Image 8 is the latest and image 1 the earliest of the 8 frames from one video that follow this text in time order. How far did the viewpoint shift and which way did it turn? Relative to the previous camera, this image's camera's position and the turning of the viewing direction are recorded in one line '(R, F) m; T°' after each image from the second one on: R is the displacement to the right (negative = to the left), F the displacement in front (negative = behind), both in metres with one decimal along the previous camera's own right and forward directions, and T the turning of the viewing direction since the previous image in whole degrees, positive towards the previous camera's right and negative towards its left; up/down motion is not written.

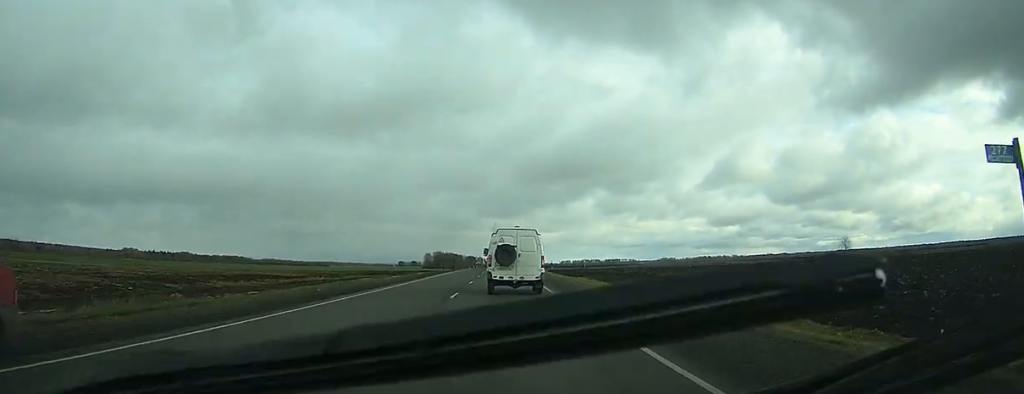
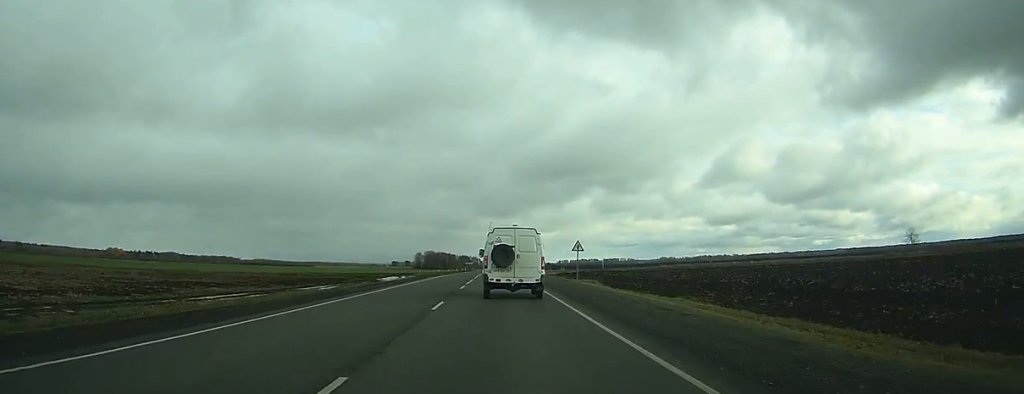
(-0.2, +49.6) m; 0°
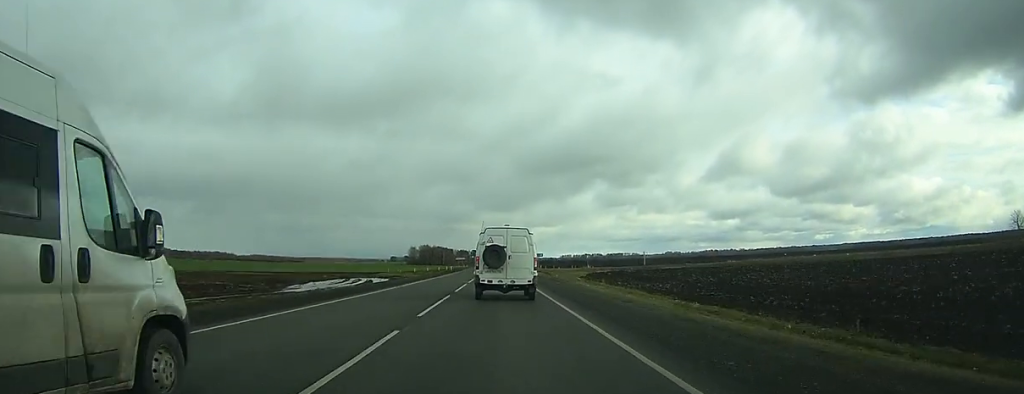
(0.0, +53.6) m; 0°
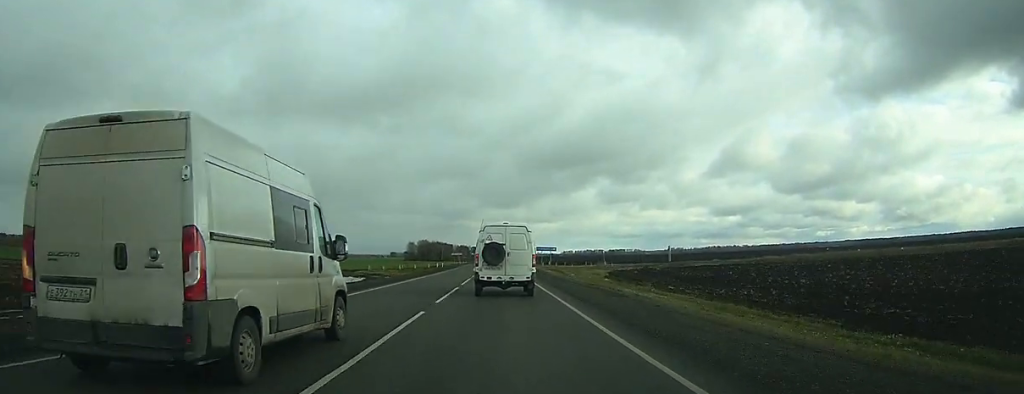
(+0.1, +21.8) m; 0°
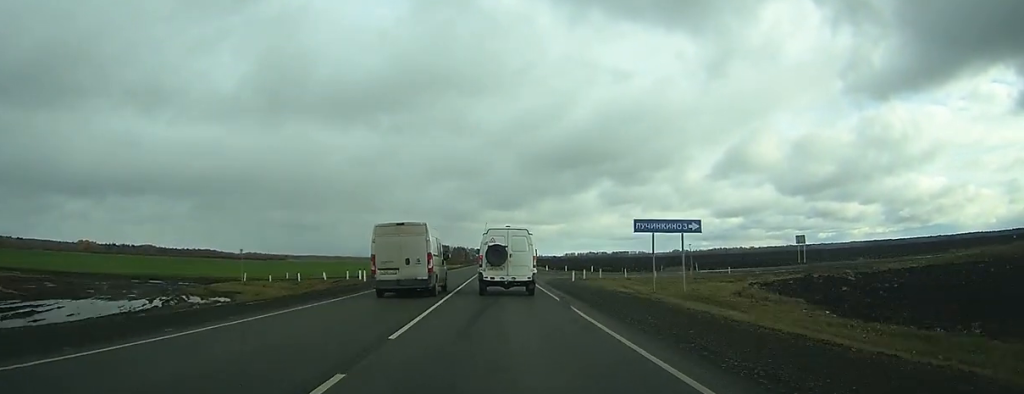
(+0.3, +58.9) m; 0°
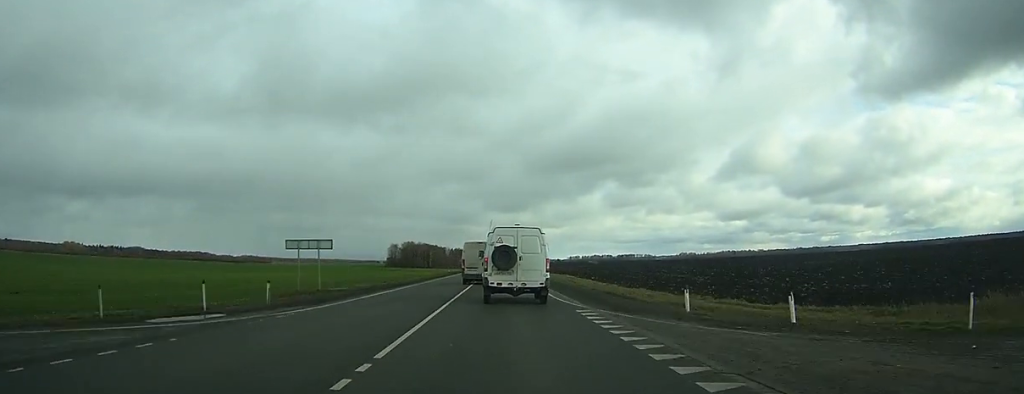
(-0.3, +61.6) m; -1°
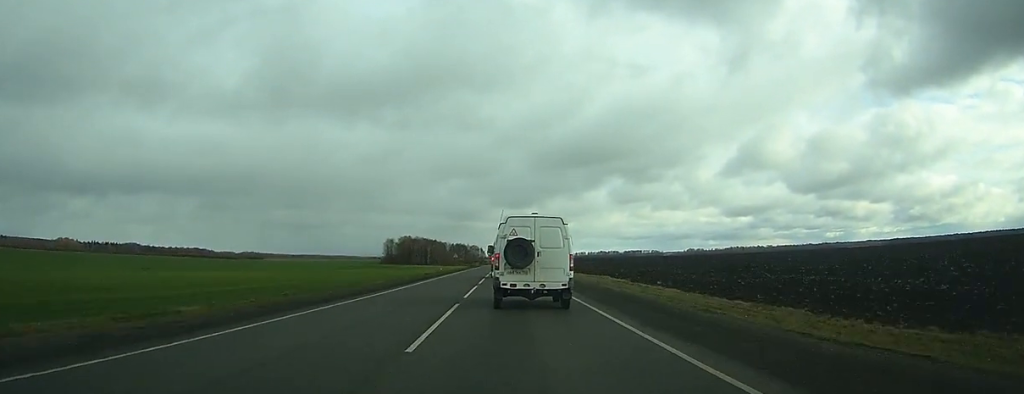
(-0.2, +36.6) m; 0°
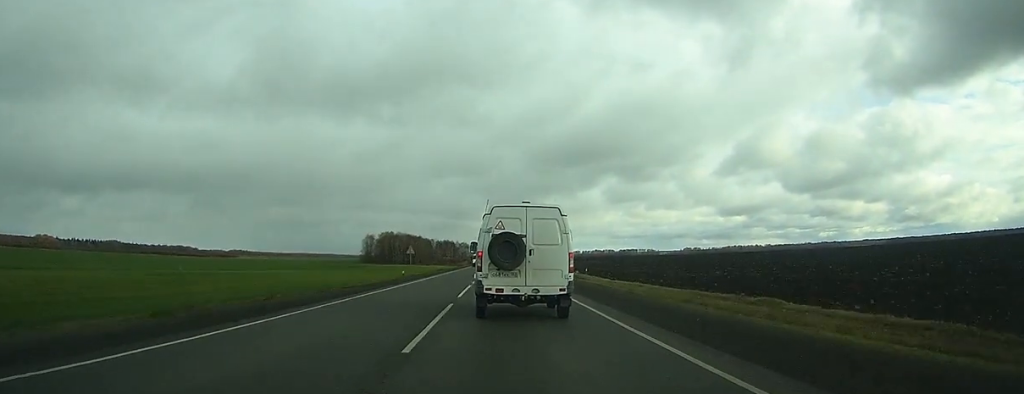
(+0.4, +45.7) m; 0°
